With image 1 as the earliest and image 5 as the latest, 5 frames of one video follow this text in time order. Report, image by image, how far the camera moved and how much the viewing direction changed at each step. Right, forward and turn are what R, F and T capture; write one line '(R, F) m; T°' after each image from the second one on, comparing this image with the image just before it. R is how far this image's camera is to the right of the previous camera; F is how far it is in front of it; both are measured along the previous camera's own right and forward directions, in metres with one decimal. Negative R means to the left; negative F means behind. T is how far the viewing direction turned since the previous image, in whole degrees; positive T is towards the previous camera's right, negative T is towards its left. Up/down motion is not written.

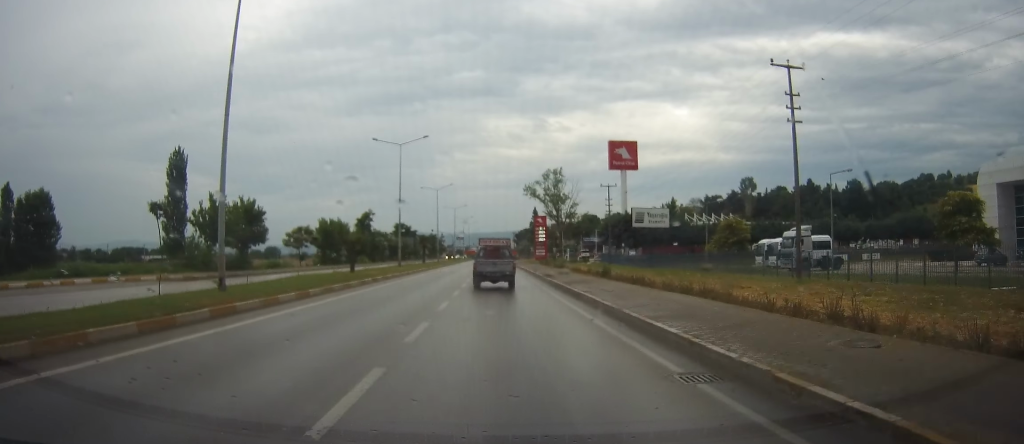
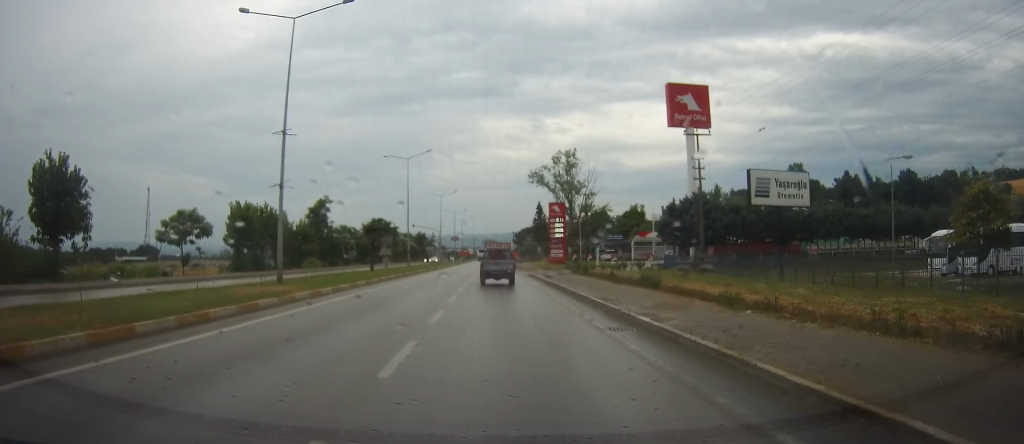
(+0.8, +32.9) m; +2°
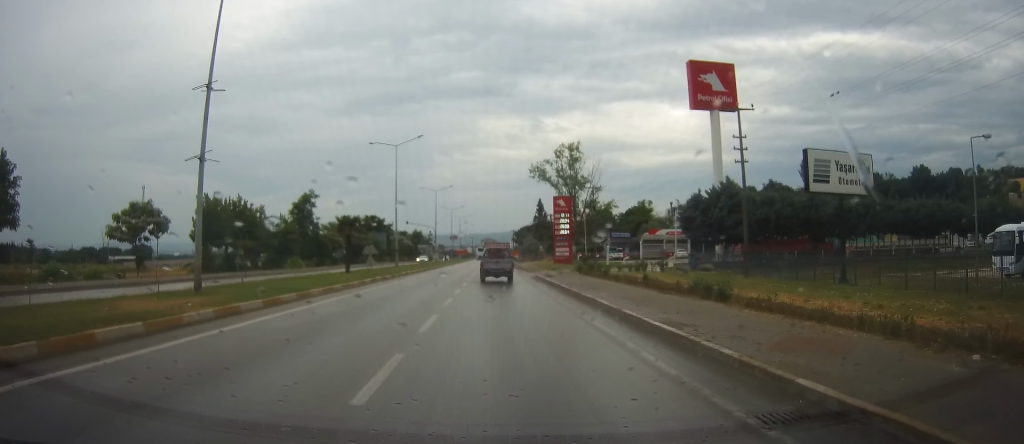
(0.0, +7.8) m; 0°
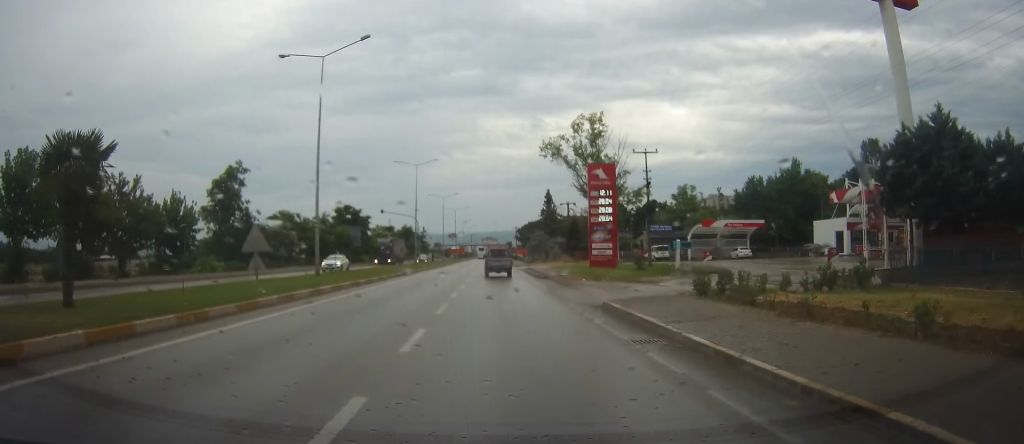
(0.0, +27.2) m; 0°
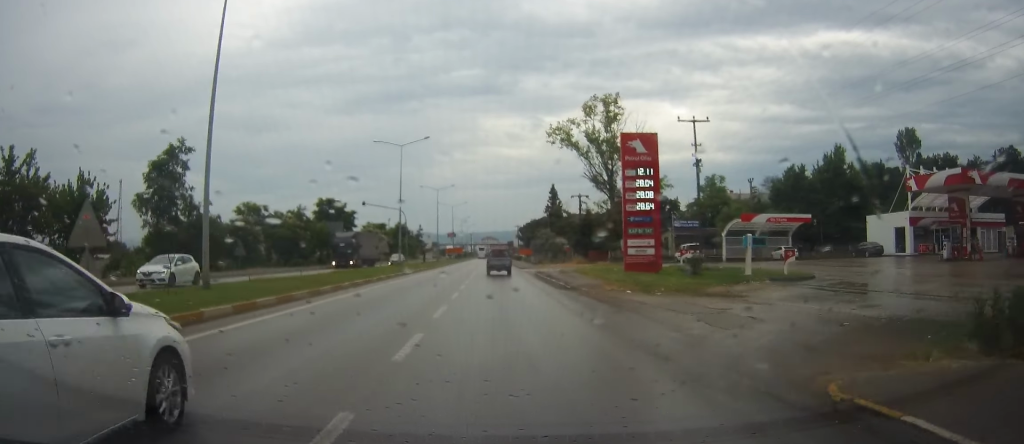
(0.0, +12.5) m; +1°
